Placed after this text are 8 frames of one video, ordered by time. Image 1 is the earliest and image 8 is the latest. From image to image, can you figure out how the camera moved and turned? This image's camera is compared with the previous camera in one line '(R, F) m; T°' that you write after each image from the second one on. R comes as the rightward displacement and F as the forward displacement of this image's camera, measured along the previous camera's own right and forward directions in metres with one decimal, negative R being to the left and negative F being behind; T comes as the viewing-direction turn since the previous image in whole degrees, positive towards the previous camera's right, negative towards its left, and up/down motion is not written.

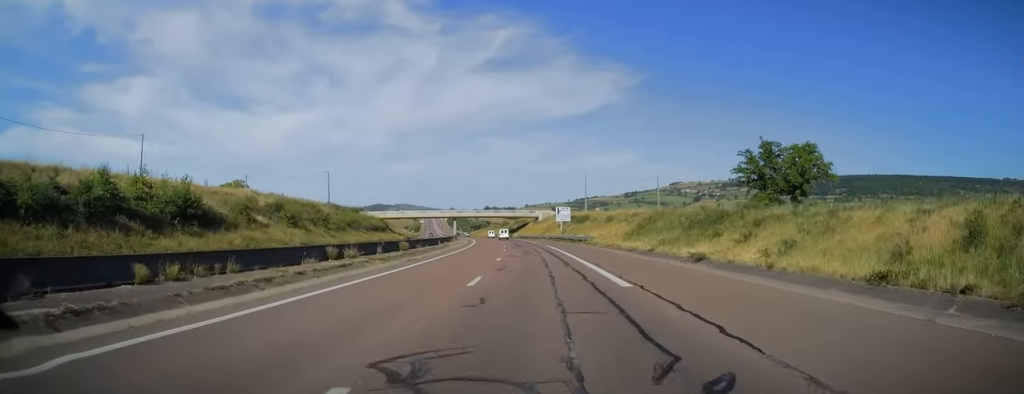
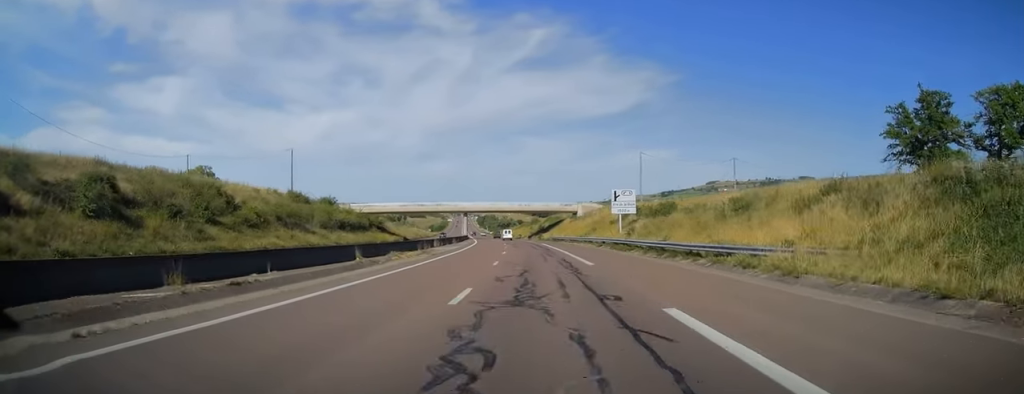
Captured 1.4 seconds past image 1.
(-1.2, +42.9) m; -4°
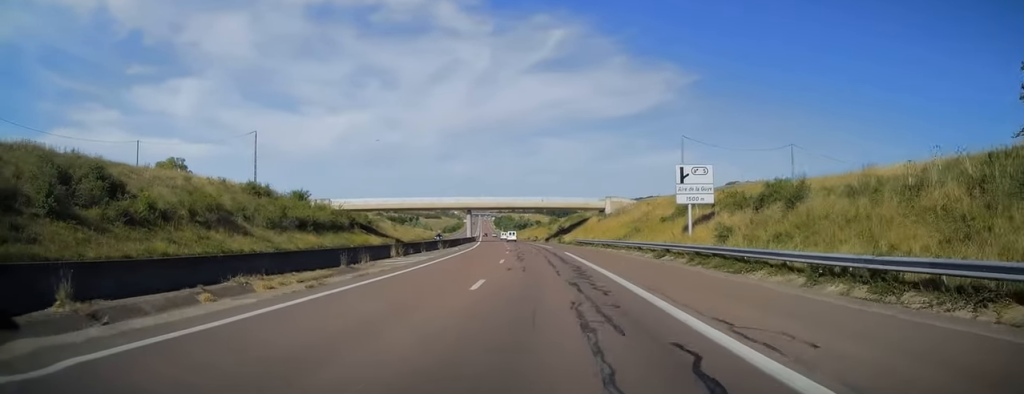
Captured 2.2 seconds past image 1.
(-0.7, +22.7) m; -2°
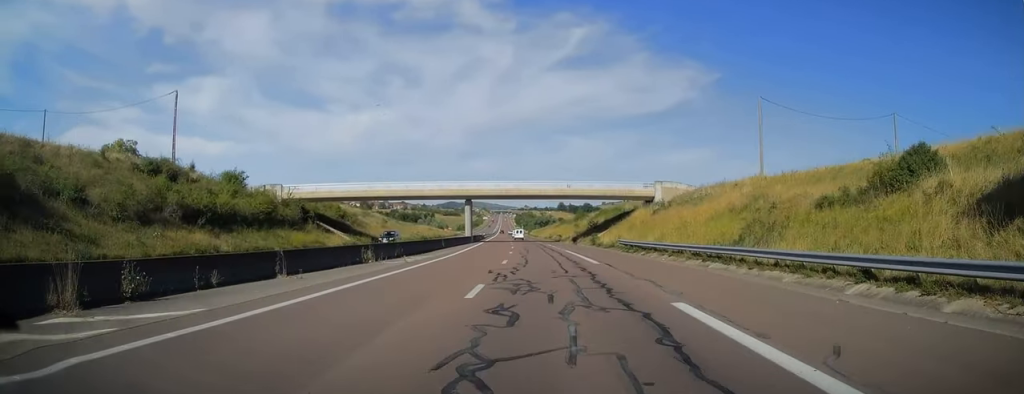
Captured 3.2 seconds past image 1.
(-0.2, +28.6) m; -2°
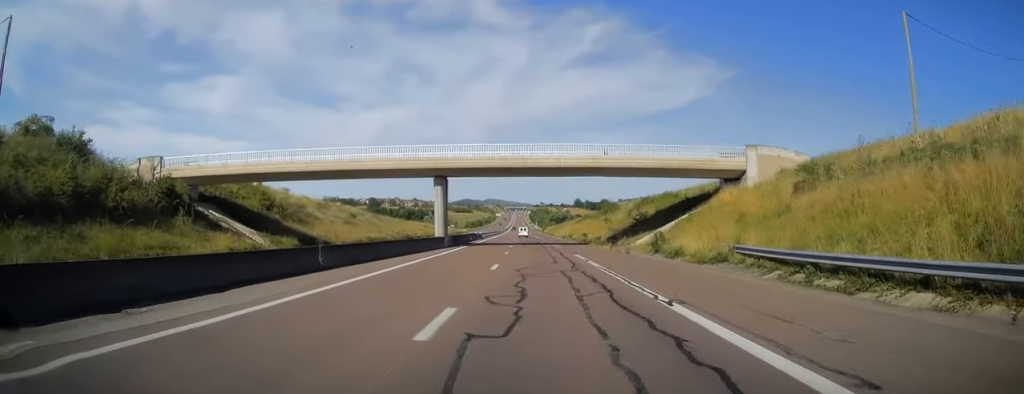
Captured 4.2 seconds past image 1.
(-0.8, +30.5) m; -1°
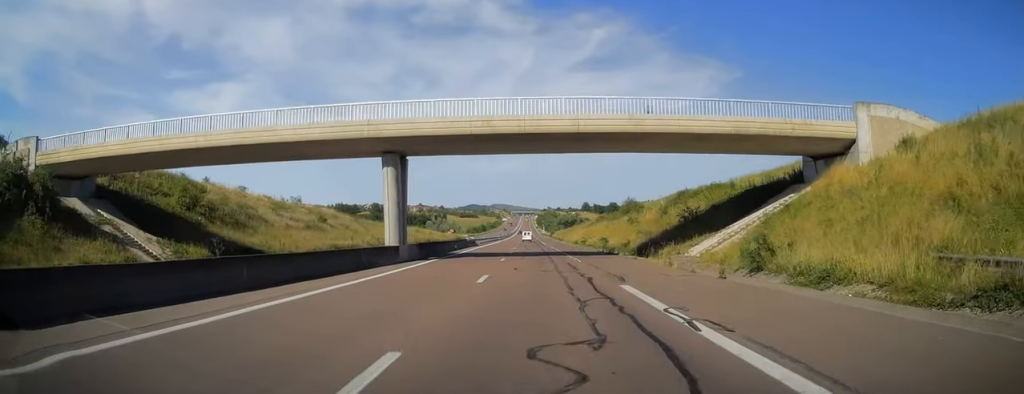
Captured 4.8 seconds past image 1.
(+0.1, +16.7) m; -1°
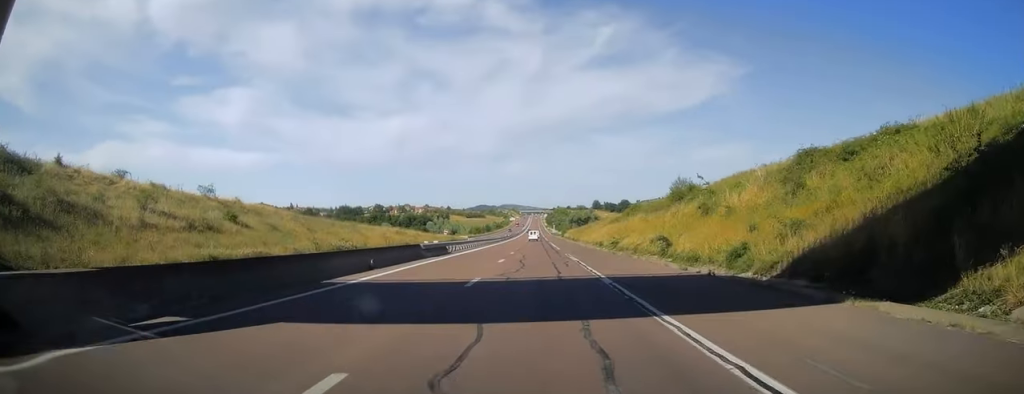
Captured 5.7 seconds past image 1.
(-0.1, +27.1) m; -1°
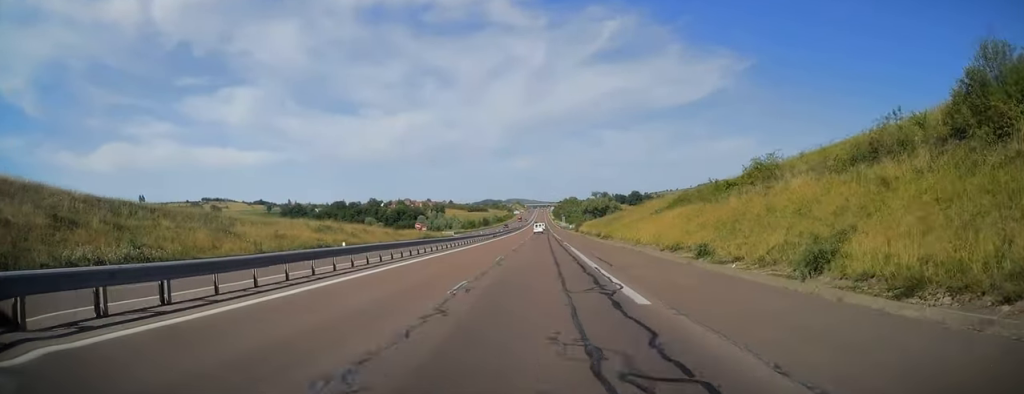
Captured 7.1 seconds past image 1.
(-0.8, +41.9) m; 0°
